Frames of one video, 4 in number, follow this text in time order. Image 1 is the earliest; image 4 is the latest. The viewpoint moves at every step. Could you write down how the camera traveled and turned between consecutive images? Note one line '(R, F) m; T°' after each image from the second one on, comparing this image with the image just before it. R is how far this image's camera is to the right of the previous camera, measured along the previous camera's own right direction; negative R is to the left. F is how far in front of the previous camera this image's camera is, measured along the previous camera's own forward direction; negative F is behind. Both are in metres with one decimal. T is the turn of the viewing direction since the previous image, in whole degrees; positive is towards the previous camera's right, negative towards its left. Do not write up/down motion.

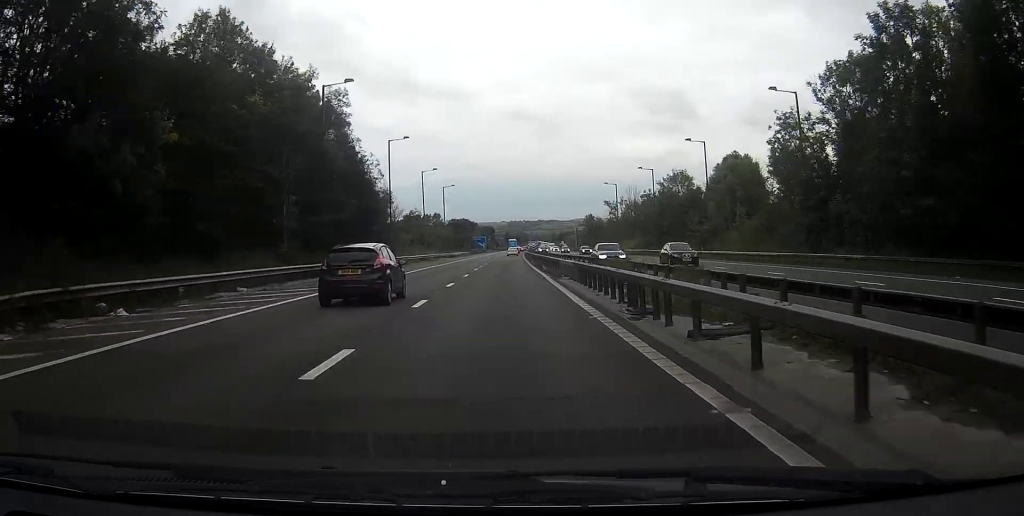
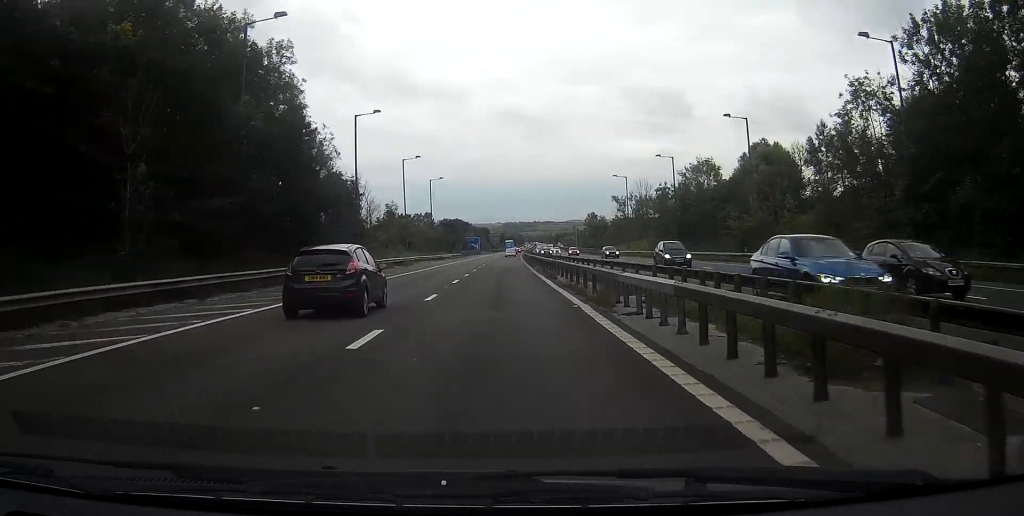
(0.0, +15.6) m; 0°
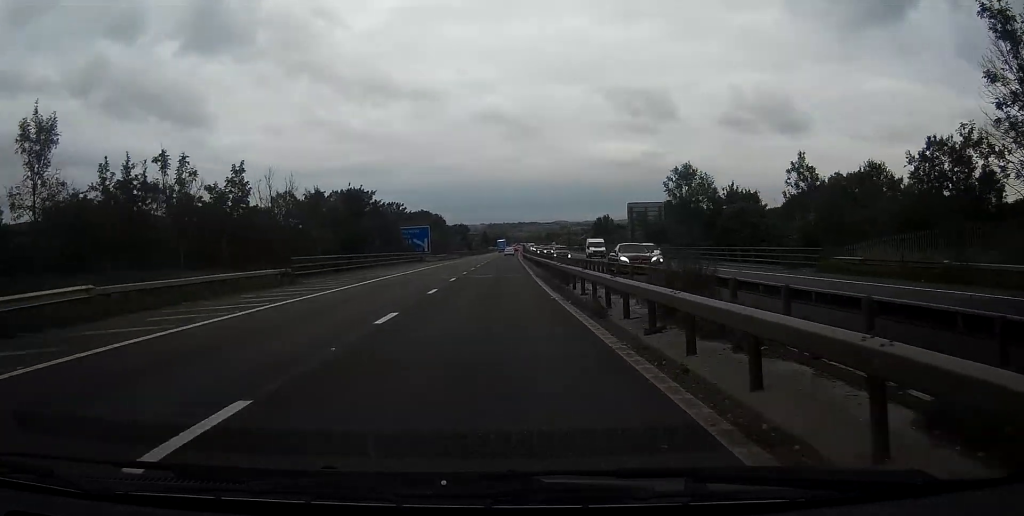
(+1.2, +104.6) m; +1°
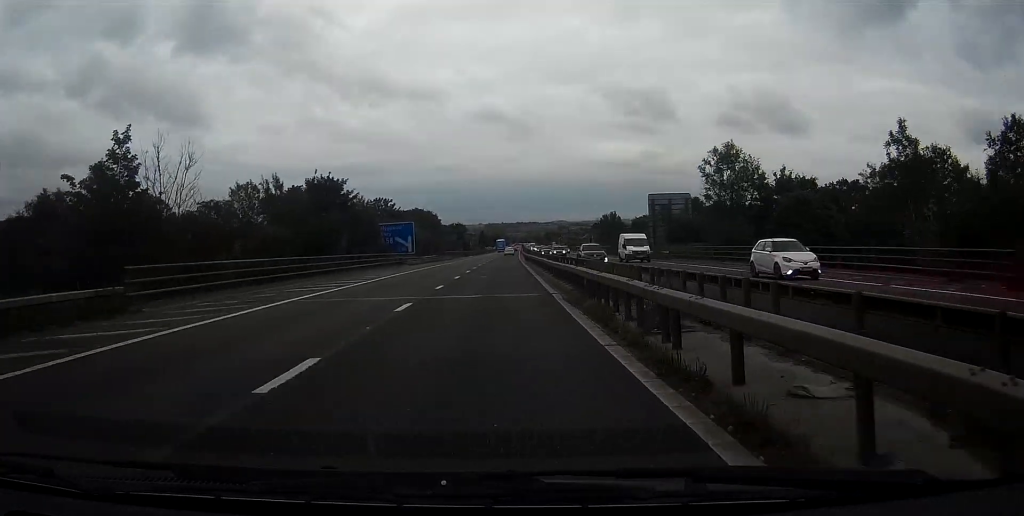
(0.0, +15.4) m; 0°
